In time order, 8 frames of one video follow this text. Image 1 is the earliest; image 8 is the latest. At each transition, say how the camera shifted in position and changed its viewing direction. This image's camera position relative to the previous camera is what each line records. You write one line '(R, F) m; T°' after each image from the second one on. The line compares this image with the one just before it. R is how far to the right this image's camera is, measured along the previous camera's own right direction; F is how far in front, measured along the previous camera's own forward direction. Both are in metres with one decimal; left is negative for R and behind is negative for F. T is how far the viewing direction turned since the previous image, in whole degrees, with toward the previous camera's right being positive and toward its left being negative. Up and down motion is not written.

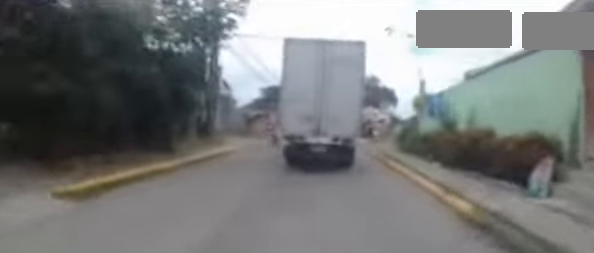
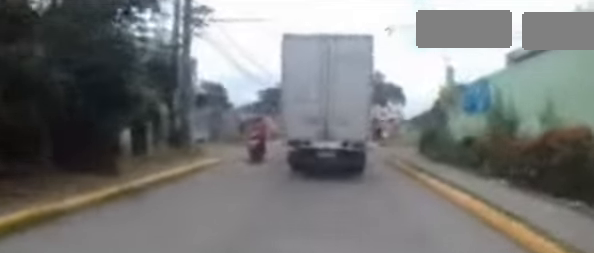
(+0.2, +3.0) m; +3°
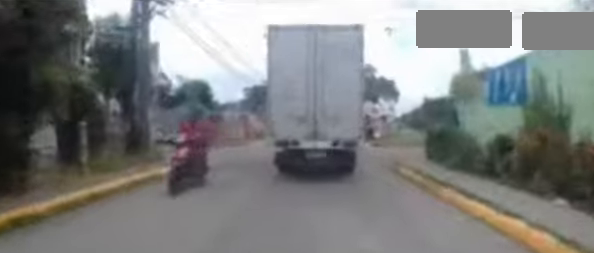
(0.0, +2.0) m; +2°
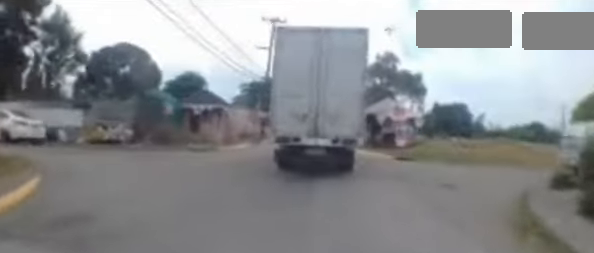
(-0.3, +5.6) m; -8°
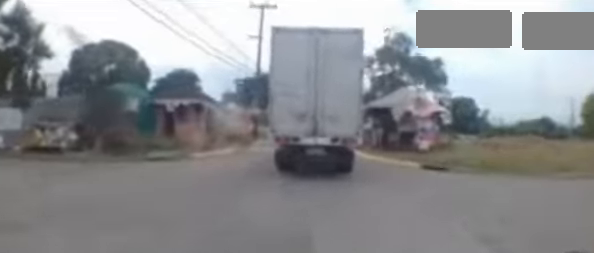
(-0.1, +3.0) m; -1°
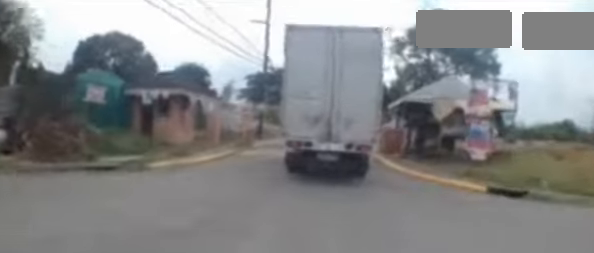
(+0.1, +3.0) m; +2°
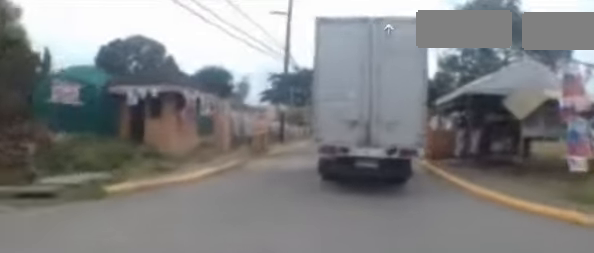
(-0.1, +2.4) m; +3°
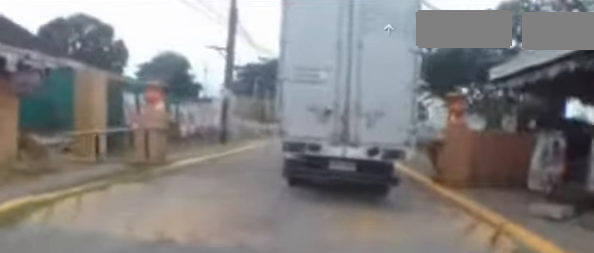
(0.0, +6.1) m; -4°
